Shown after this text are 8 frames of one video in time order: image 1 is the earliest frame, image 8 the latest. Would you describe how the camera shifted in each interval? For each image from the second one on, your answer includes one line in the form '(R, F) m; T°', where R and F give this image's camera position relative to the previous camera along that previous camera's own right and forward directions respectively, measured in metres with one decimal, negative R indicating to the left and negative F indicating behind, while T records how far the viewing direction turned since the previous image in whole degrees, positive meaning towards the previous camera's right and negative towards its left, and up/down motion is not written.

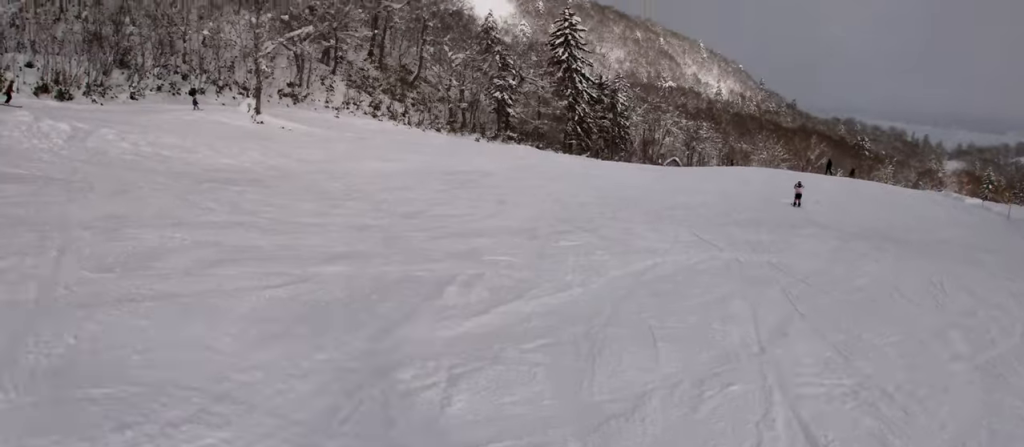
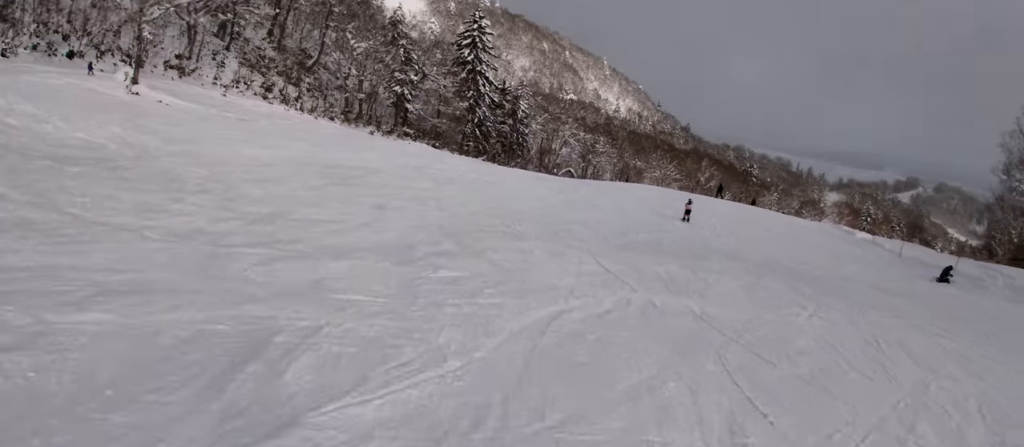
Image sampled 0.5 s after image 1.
(0.0, +2.3) m; +5°
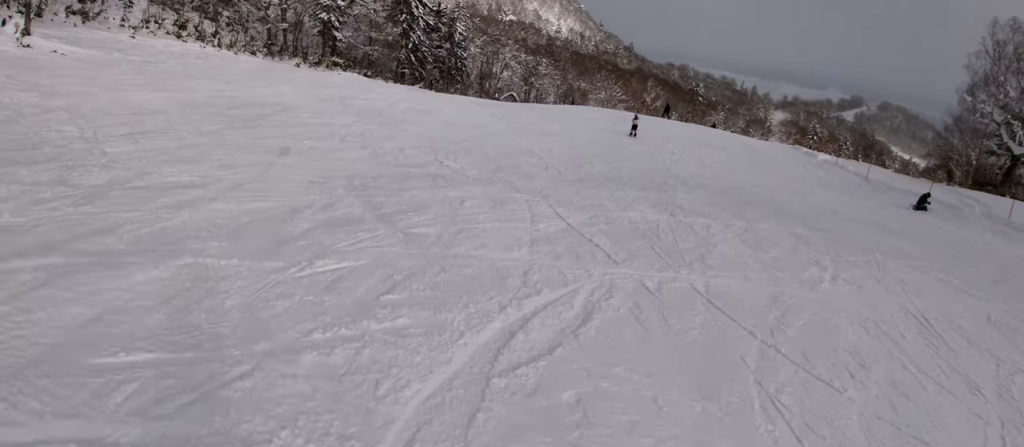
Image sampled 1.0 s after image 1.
(+0.1, +2.9) m; +5°
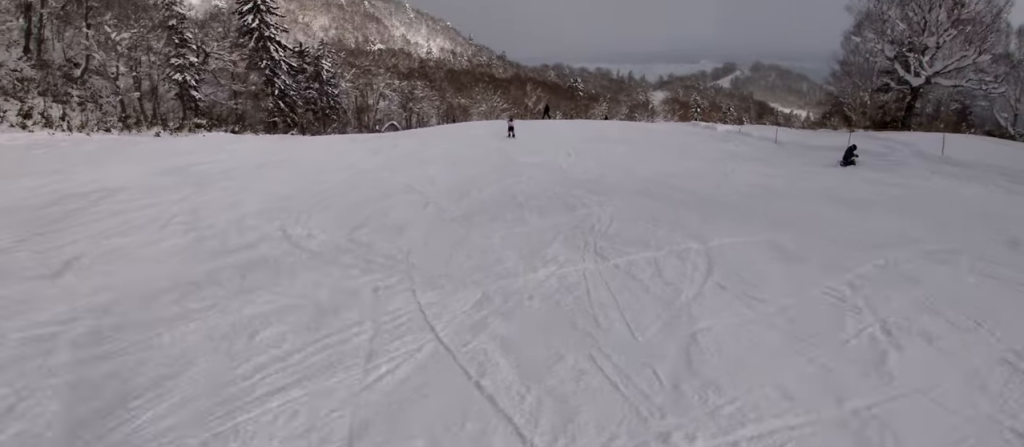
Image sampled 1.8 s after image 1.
(+0.4, +3.9) m; +4°
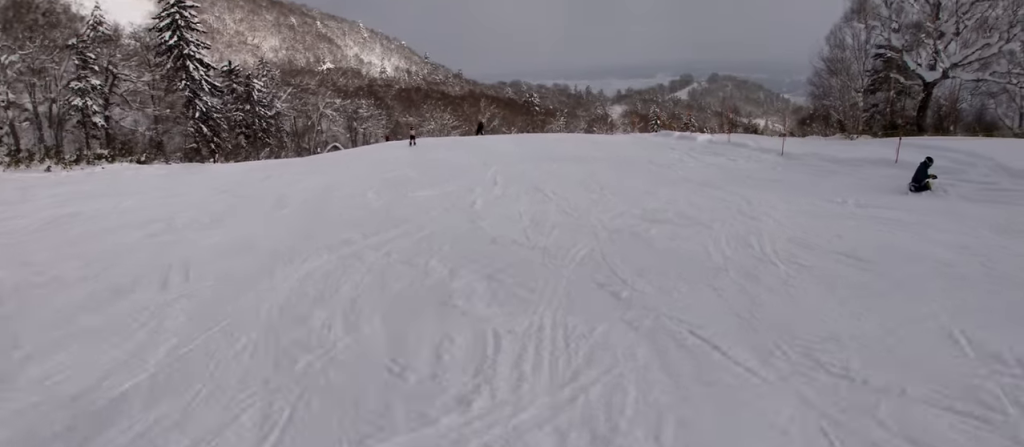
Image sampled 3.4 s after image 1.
(-1.1, +8.9) m; -9°
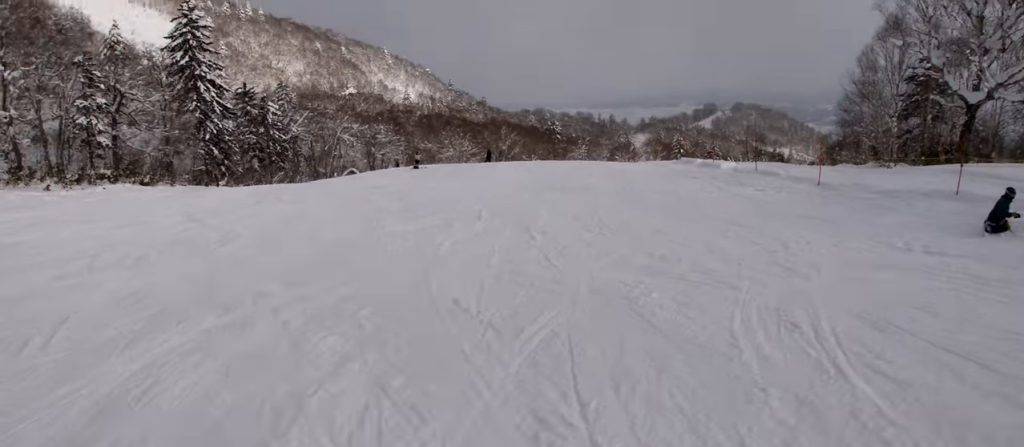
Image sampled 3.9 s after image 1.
(-0.3, +2.9) m; 0°
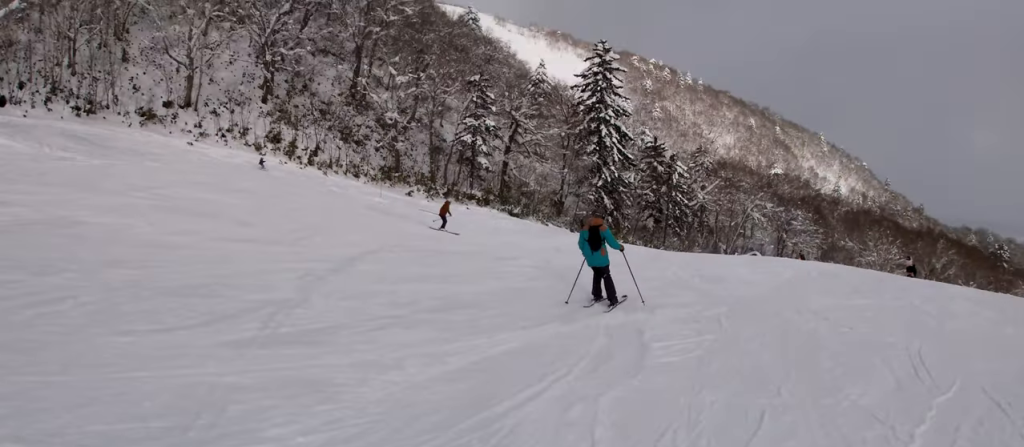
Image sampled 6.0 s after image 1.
(-3.0, +9.7) m; -38°
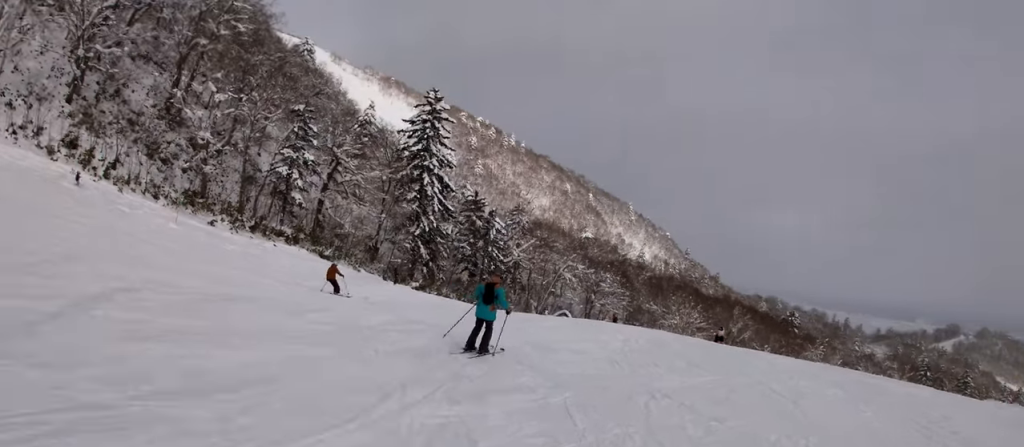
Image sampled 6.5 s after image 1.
(-0.2, +2.3) m; +8°
